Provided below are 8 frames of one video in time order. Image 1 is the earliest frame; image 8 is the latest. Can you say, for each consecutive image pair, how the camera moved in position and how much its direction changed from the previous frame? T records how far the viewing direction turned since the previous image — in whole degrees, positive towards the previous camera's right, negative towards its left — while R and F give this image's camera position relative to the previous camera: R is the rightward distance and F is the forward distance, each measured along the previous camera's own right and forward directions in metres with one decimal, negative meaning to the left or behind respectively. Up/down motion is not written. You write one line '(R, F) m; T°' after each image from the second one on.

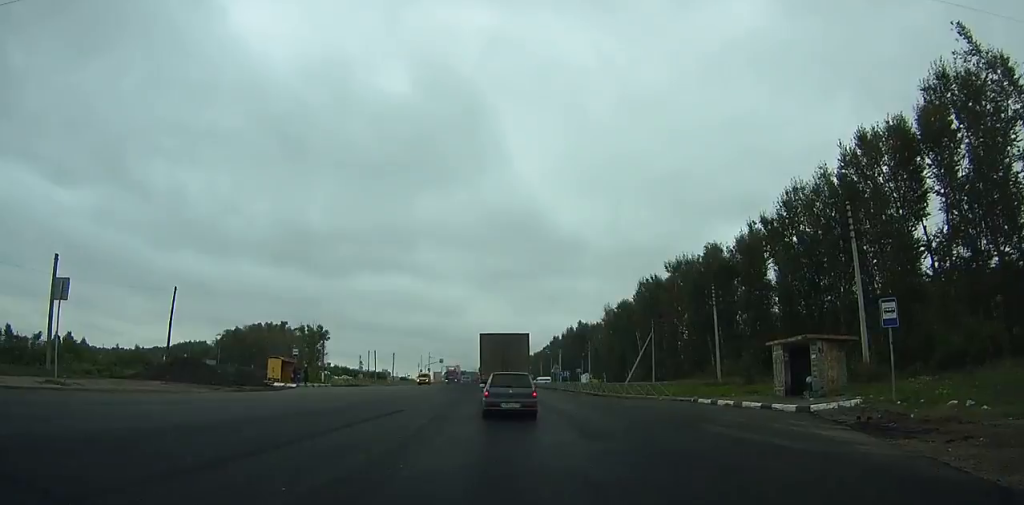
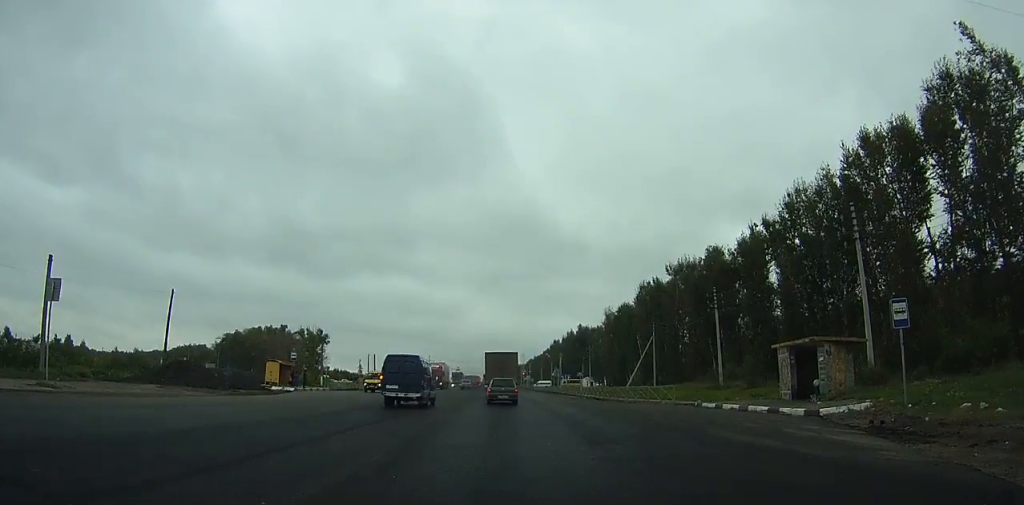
(0.0, +4.9) m; 0°
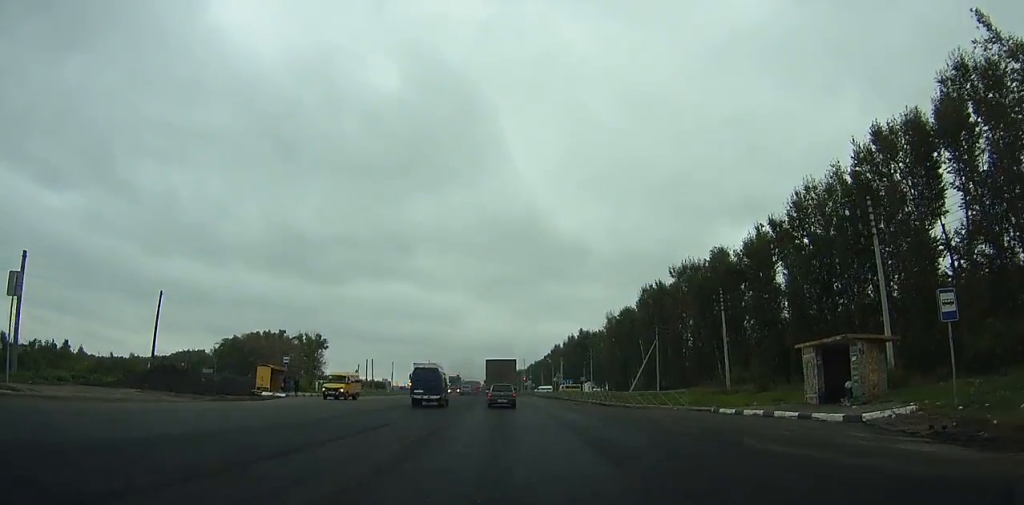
(0.0, +3.0) m; 0°
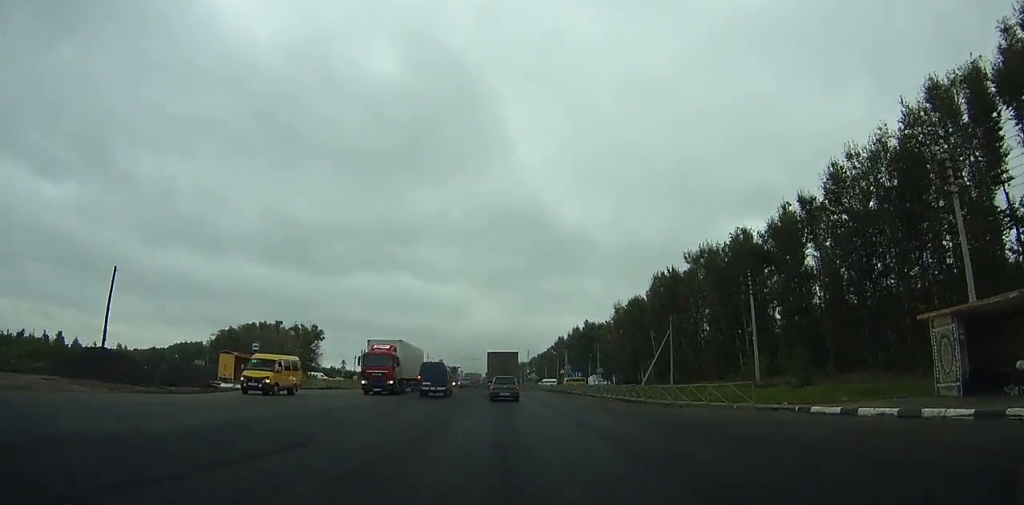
(0.0, +4.2) m; 0°
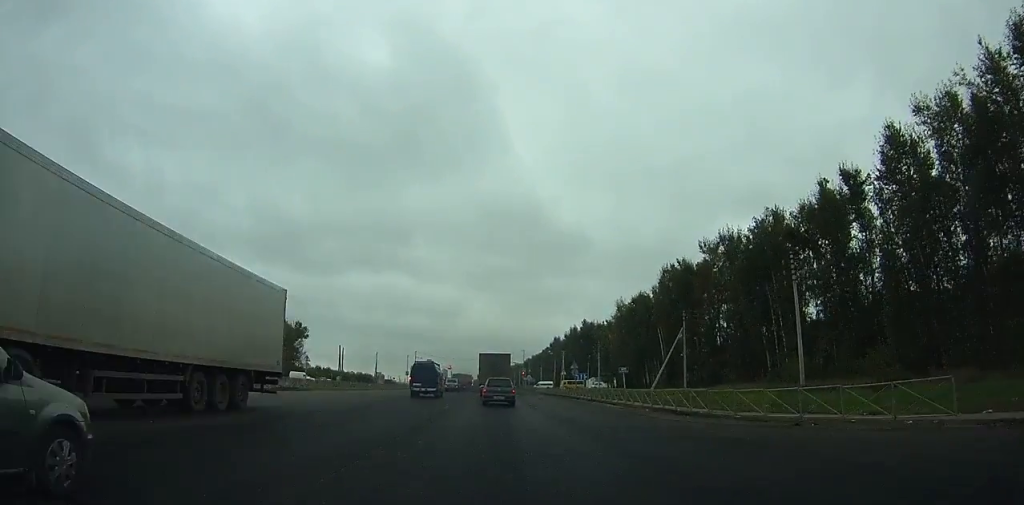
(0.0, +6.6) m; 0°
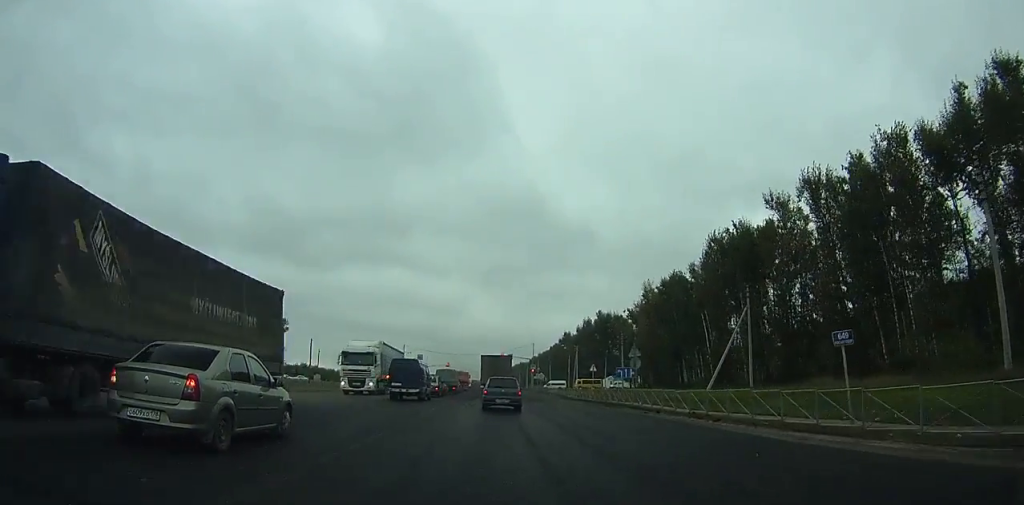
(-0.3, +20.3) m; -2°
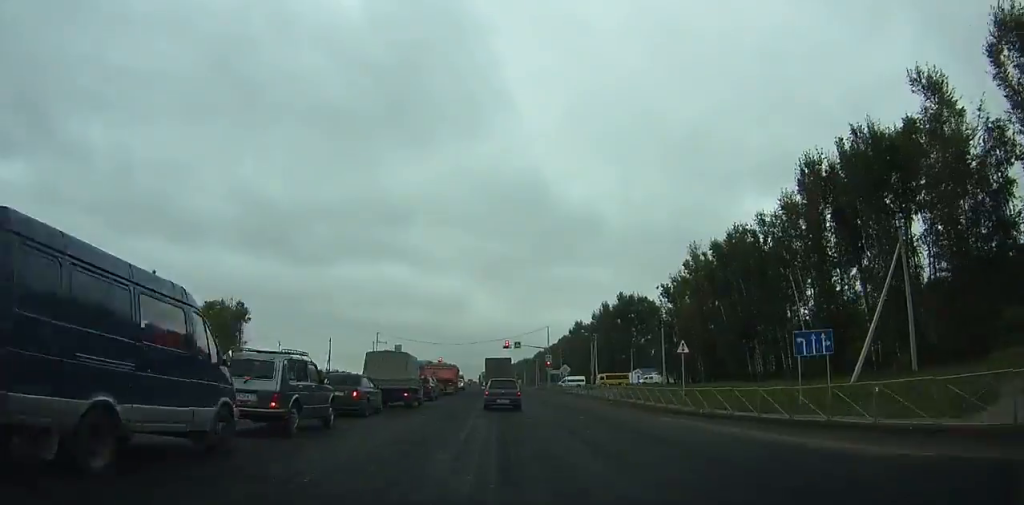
(-0.5, +31.6) m; -1°
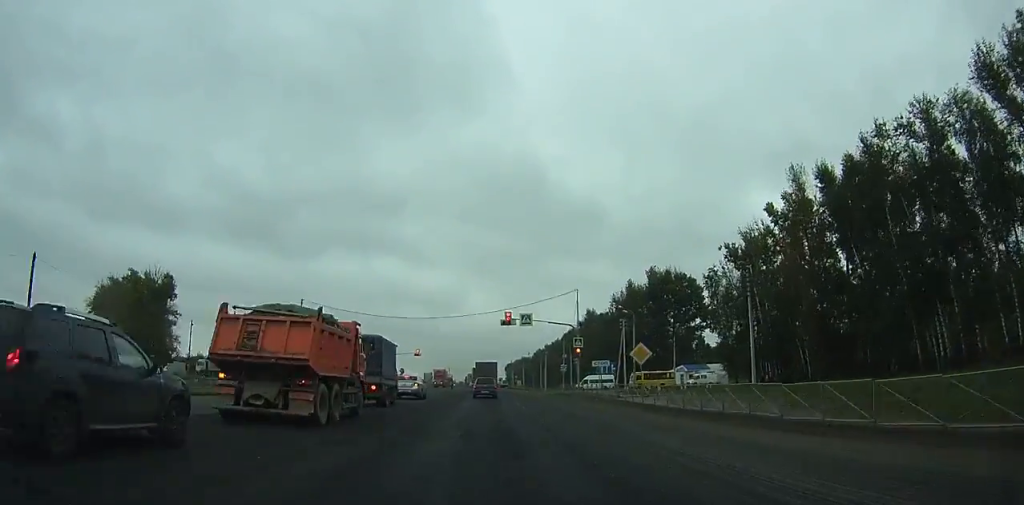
(-0.3, +40.1) m; -1°
